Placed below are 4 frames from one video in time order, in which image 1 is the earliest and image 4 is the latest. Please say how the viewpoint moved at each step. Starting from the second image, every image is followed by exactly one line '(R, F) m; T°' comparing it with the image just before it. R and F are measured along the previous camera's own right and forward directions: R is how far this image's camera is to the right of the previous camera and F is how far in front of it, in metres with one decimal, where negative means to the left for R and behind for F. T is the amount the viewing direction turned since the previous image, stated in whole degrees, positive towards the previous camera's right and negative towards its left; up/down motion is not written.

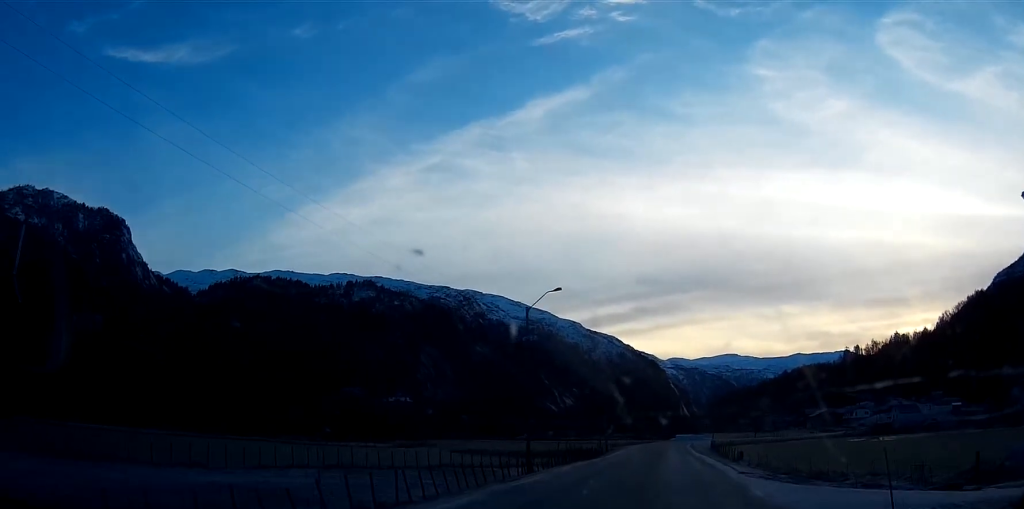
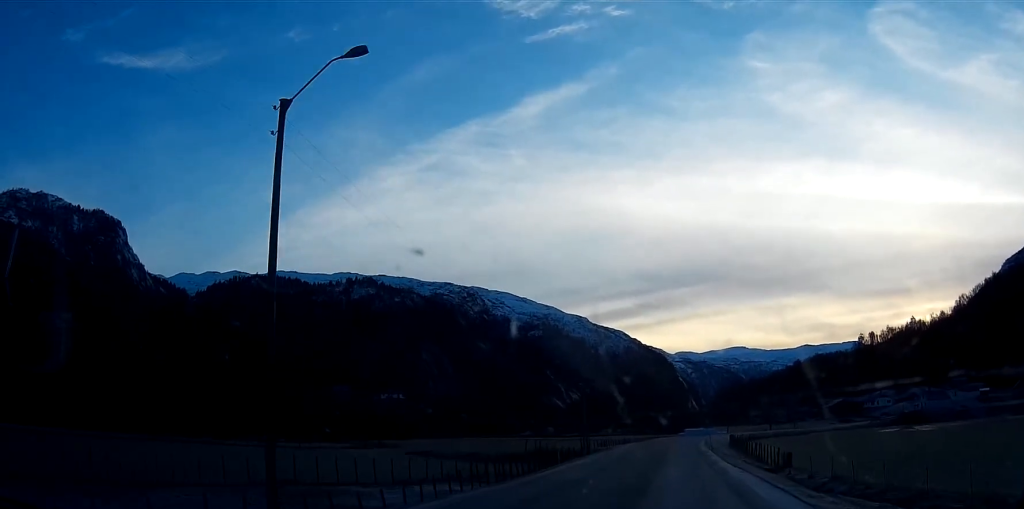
(-0.1, +26.3) m; 0°
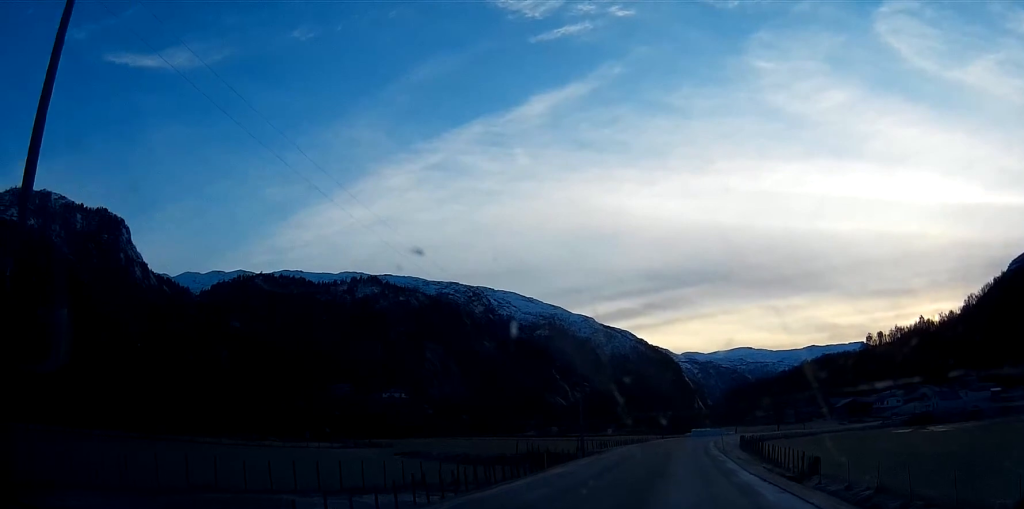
(0.0, +7.0) m; 0°
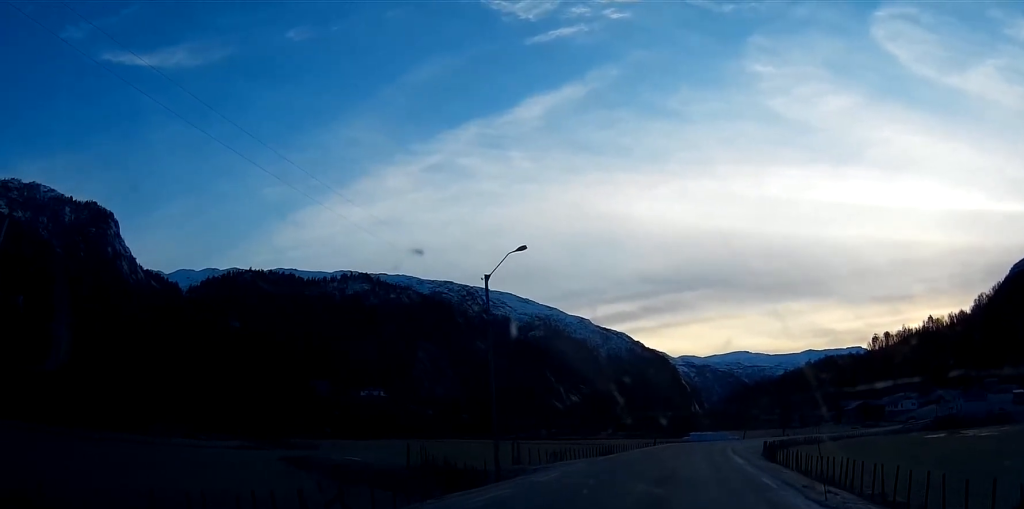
(0.0, +27.8) m; +1°
